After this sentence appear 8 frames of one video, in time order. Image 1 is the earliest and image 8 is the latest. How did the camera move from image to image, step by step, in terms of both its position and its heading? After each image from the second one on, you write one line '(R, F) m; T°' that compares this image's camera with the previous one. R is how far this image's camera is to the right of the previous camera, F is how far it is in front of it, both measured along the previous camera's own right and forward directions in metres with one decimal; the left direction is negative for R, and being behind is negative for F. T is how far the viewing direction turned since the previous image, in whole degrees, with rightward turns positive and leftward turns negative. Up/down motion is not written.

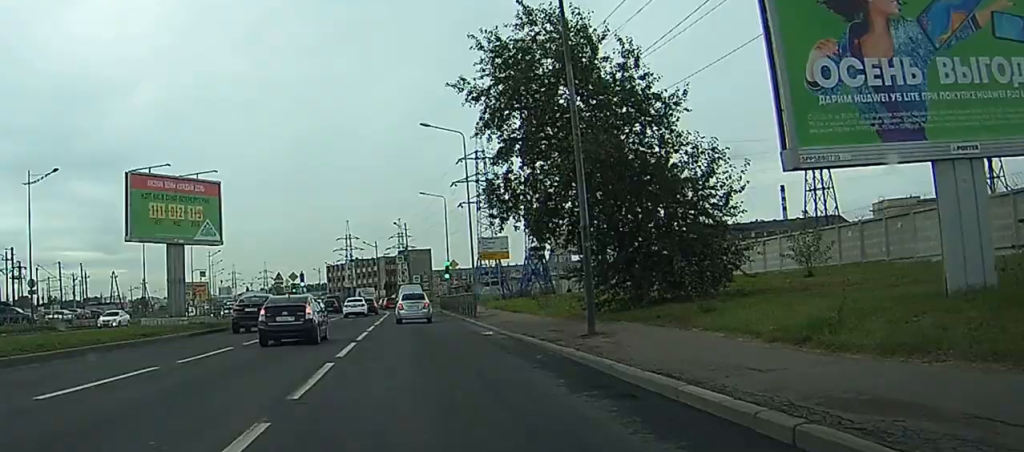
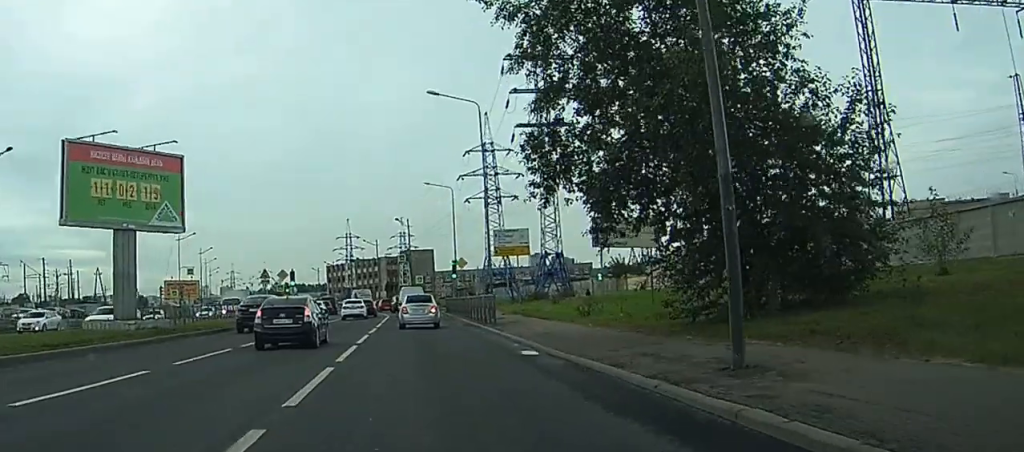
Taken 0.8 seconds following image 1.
(0.0, +9.4) m; 0°
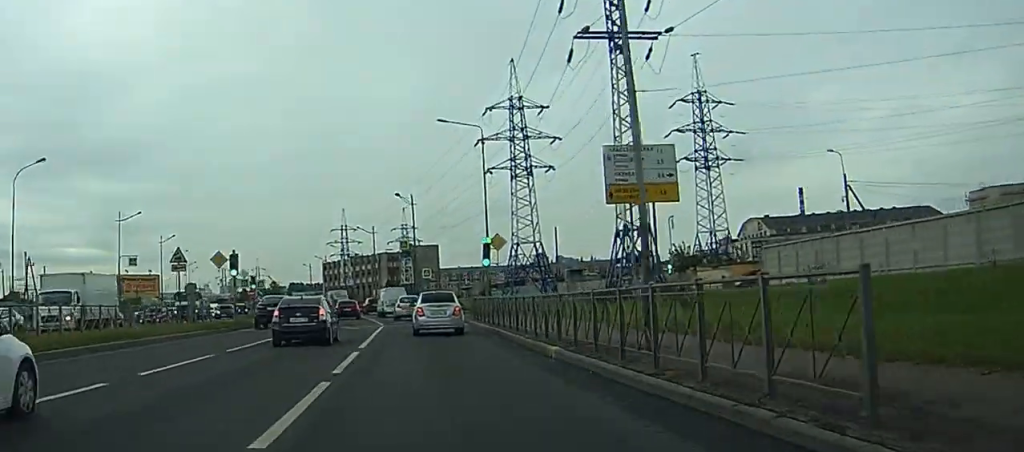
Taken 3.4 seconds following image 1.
(0.0, +29.0) m; 0°
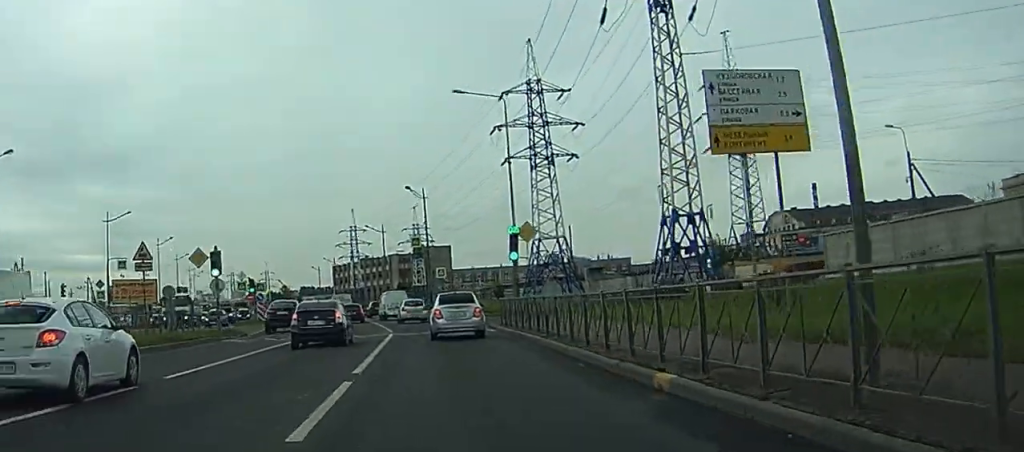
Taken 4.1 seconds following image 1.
(0.0, +7.4) m; -1°
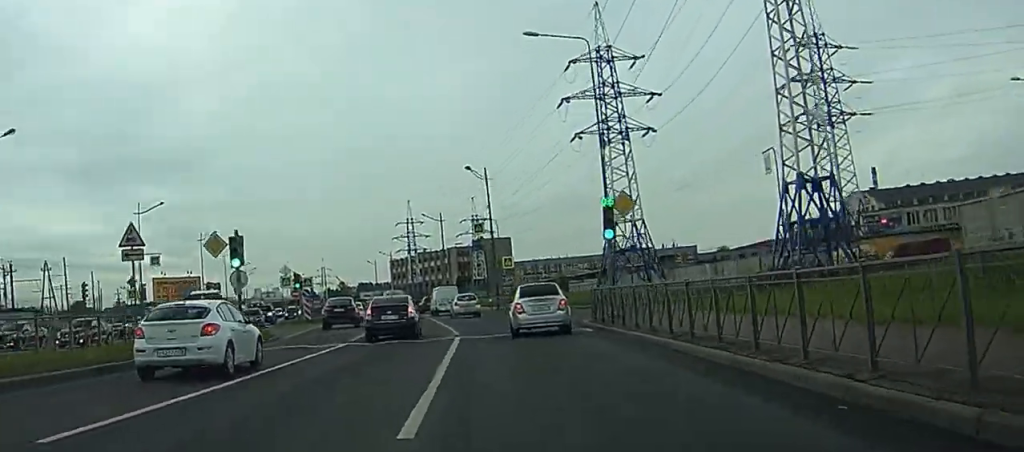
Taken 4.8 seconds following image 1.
(-0.1, +7.9) m; -1°
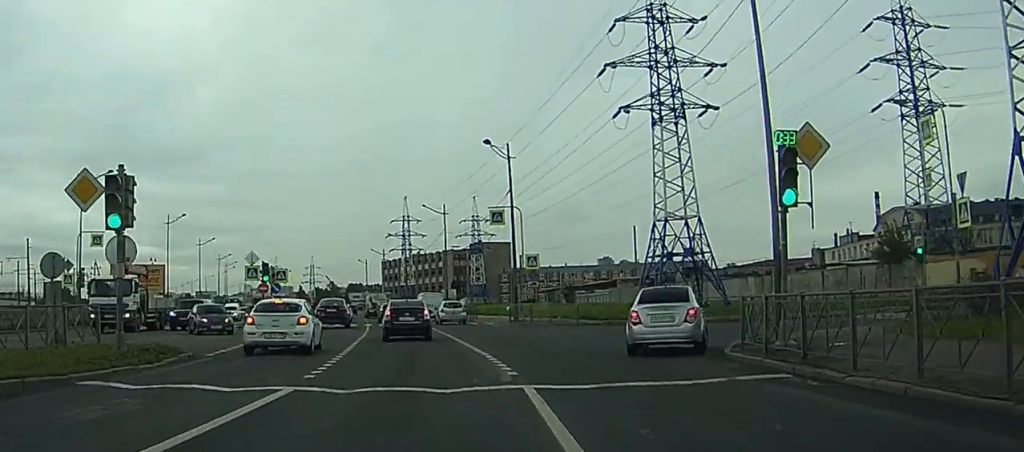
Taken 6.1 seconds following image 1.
(-0.2, +14.2) m; -1°
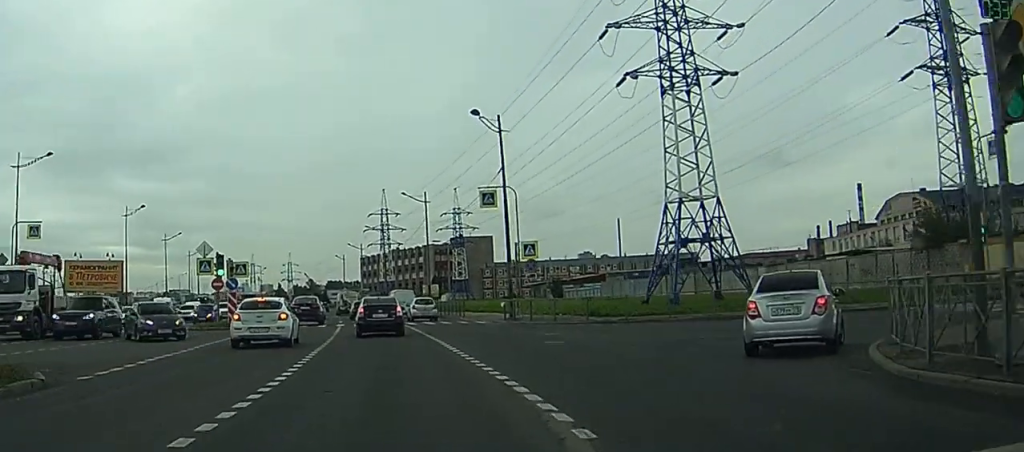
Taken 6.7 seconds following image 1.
(0.0, +7.5) m; 0°
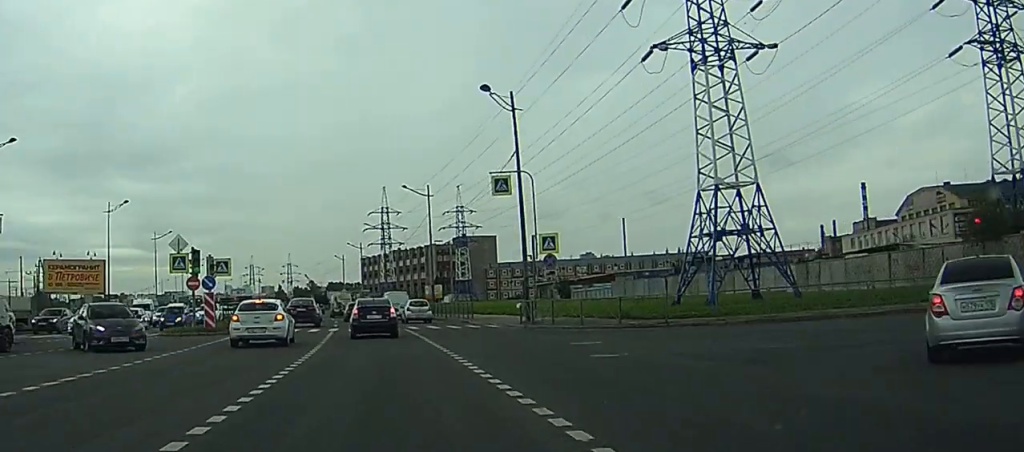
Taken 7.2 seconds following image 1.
(0.0, +5.7) m; +1°
